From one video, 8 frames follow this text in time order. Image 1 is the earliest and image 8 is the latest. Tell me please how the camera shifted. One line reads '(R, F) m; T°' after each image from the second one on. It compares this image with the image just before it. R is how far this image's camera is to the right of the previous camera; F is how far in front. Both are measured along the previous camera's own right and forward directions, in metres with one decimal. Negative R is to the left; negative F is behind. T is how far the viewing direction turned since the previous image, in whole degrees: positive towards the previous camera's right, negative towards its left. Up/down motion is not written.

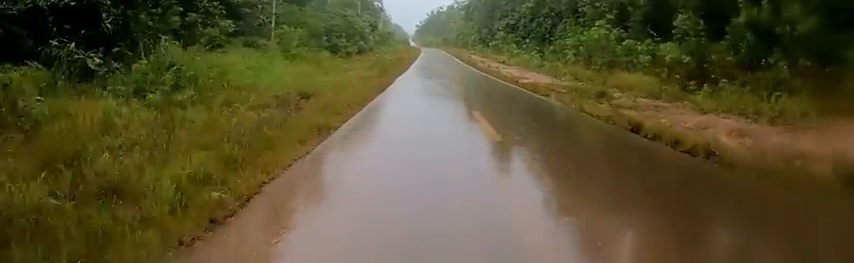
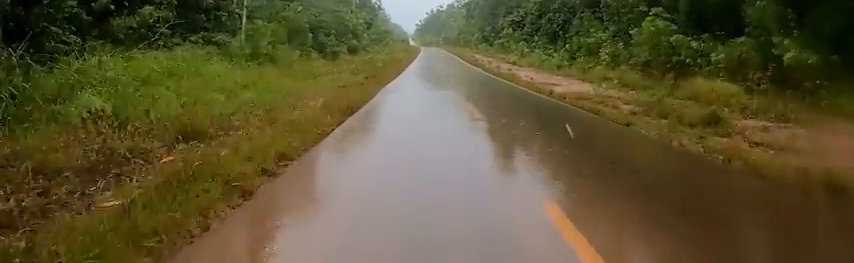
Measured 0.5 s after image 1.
(+0.2, +6.3) m; 0°
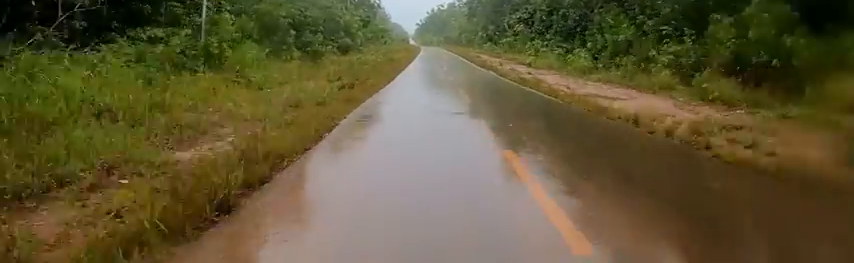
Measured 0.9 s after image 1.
(+0.4, +5.8) m; -1°
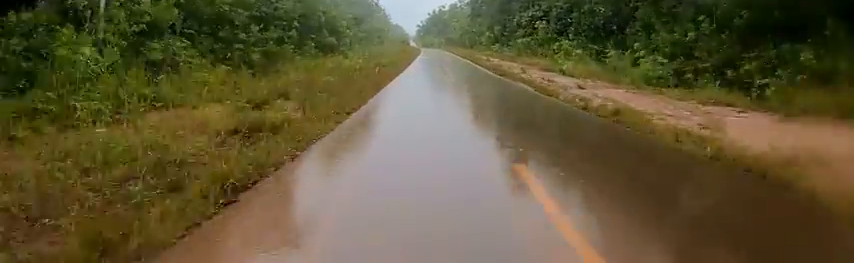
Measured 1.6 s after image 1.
(-0.3, +8.9) m; -1°
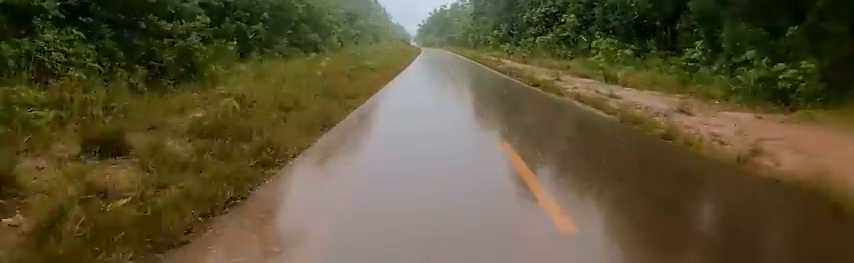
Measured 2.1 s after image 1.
(-0.8, +7.6) m; -1°
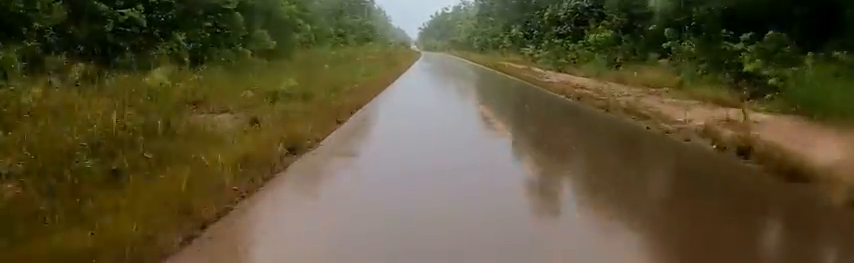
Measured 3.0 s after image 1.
(+1.0, +12.2) m; 0°
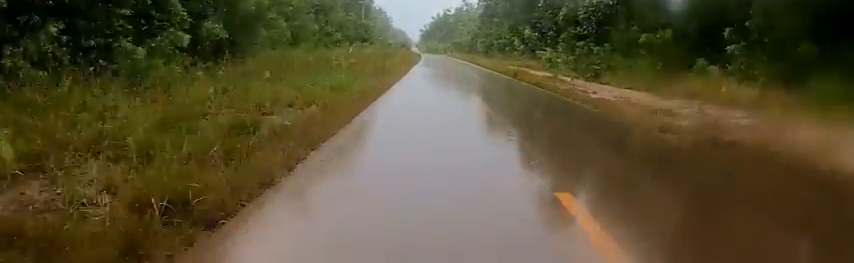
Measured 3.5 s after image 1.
(-0.2, +6.2) m; -2°
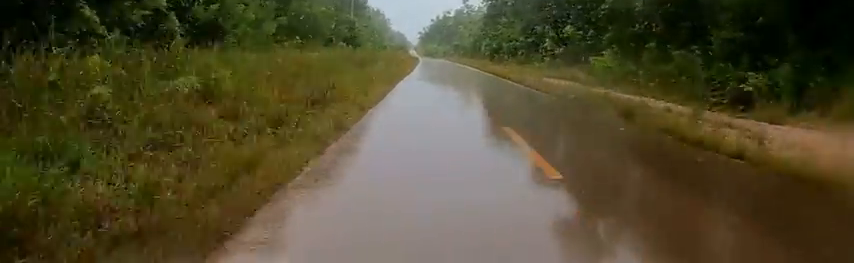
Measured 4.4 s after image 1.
(-0.8, +12.4) m; -2°
